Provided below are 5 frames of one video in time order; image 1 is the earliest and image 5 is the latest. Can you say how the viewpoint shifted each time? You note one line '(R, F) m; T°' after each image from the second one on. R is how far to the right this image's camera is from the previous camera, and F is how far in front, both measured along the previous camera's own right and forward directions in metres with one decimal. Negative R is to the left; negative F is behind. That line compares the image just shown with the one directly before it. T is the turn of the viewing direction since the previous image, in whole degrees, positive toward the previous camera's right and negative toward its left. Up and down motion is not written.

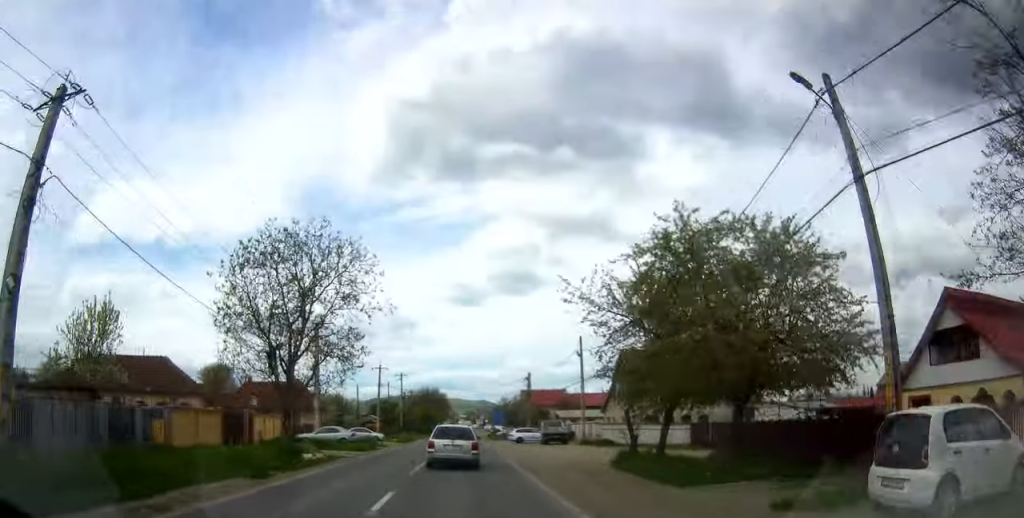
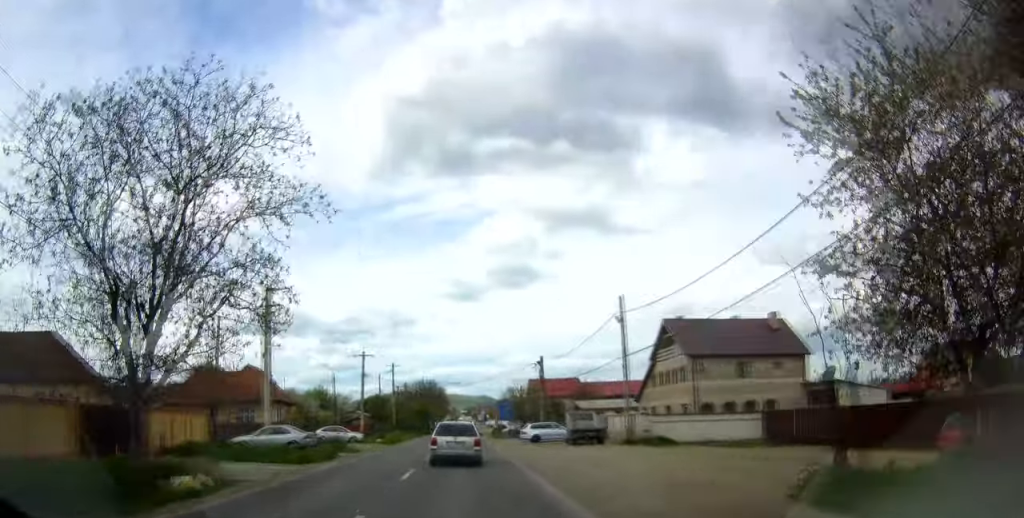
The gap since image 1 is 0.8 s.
(+0.1, +13.1) m; +1°
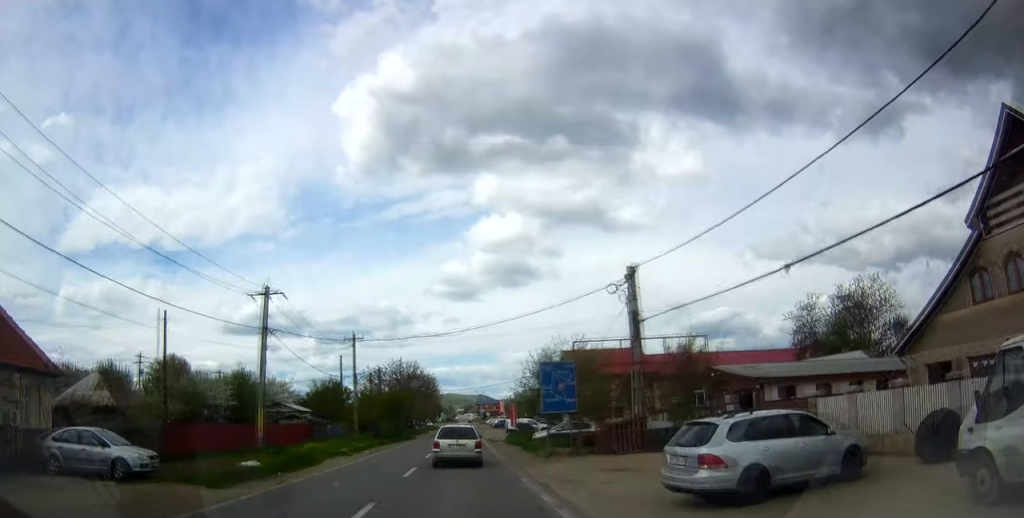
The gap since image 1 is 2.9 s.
(+0.3, +35.9) m; 0°
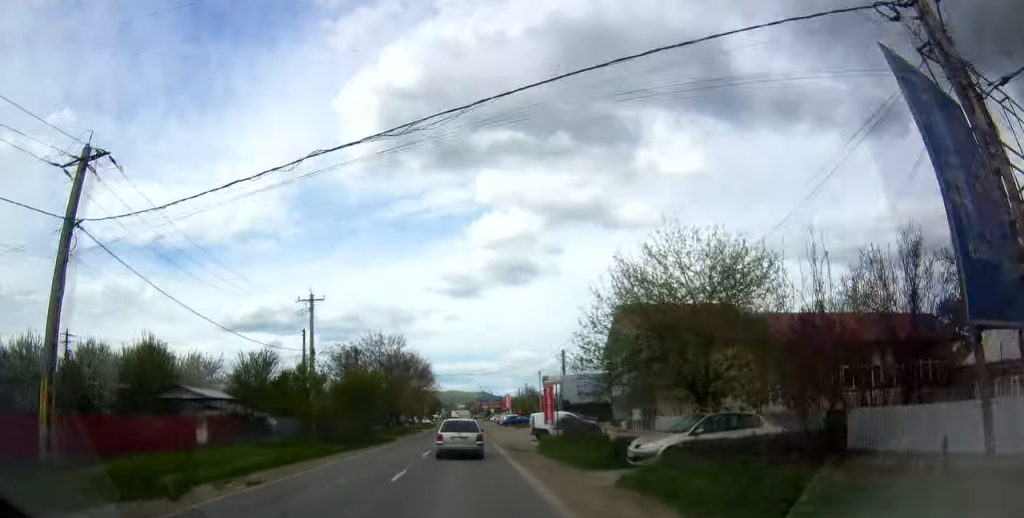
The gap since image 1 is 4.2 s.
(-0.1, +21.4) m; -1°
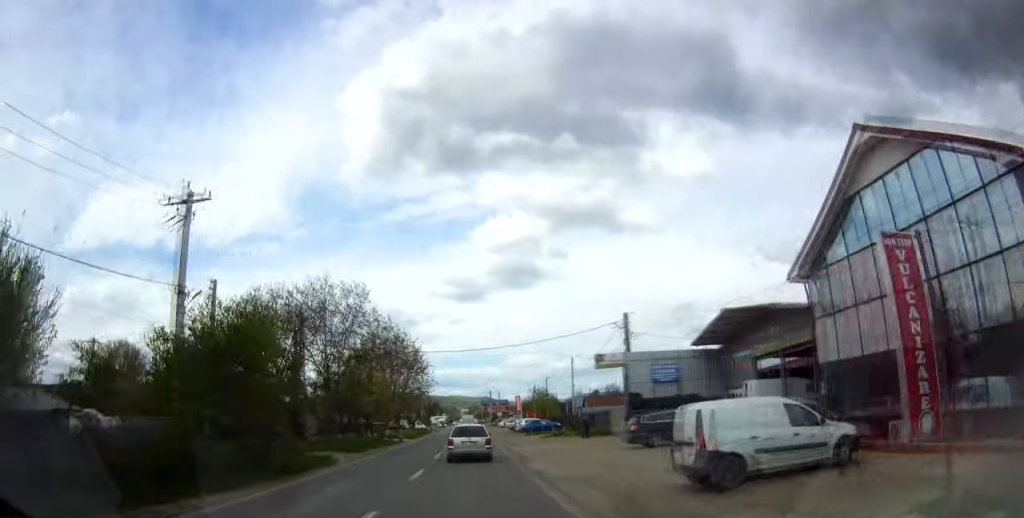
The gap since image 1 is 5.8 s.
(0.0, +25.6) m; +1°
